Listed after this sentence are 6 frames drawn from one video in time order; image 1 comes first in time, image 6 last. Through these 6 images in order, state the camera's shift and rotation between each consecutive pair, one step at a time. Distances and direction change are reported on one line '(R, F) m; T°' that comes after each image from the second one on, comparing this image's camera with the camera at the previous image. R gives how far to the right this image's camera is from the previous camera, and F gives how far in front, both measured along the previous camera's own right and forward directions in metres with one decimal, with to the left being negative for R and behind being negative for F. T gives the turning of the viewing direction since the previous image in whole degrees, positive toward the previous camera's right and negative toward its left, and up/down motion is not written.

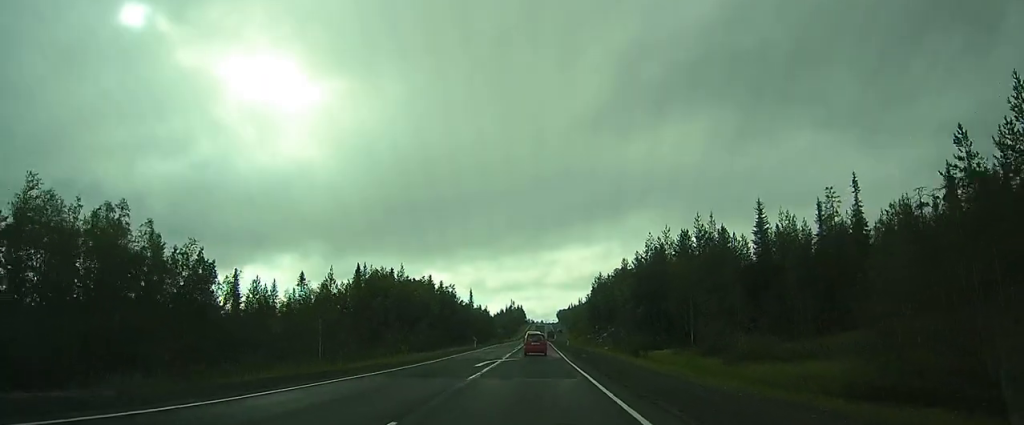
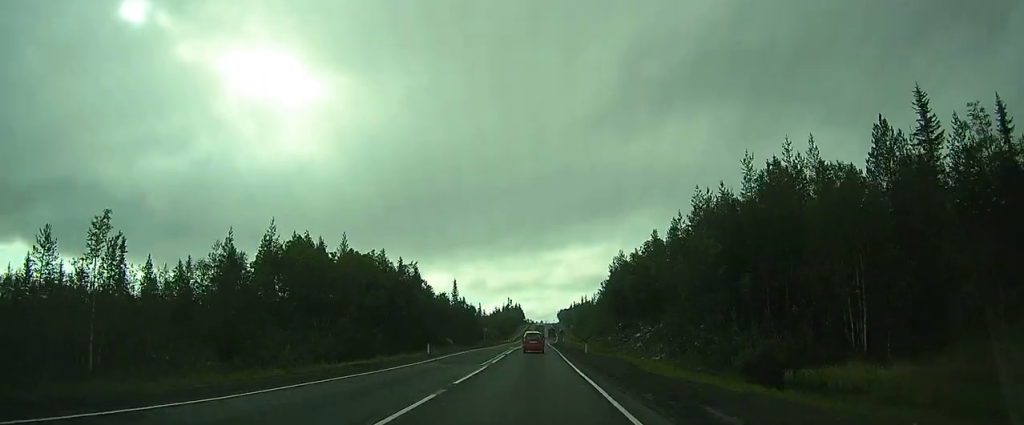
(+0.1, +27.7) m; 0°
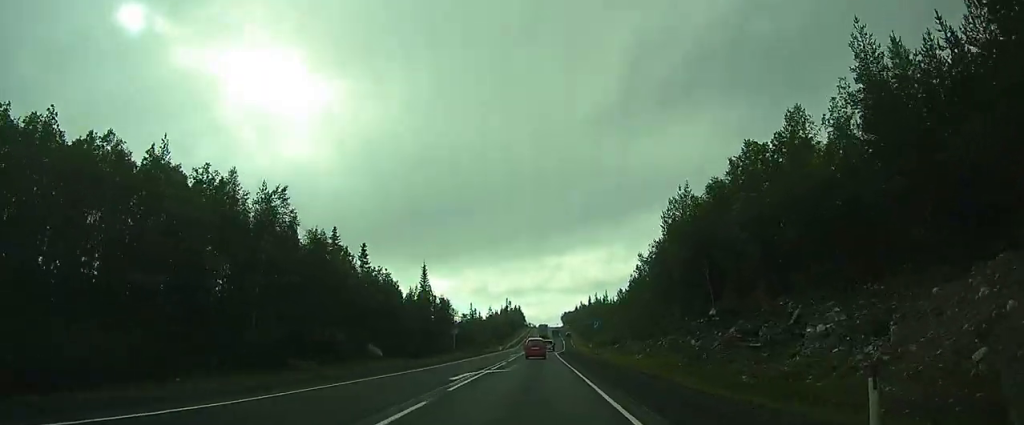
(0.0, +31.7) m; 0°
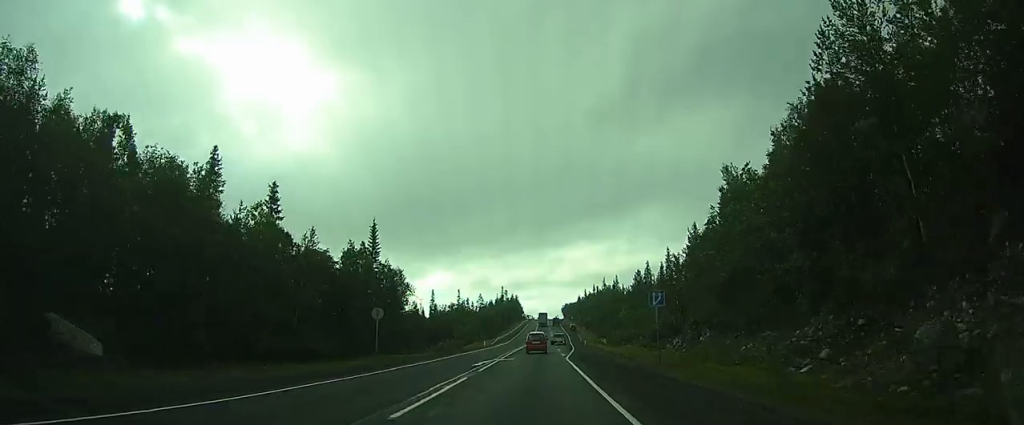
(+0.1, +24.6) m; 0°
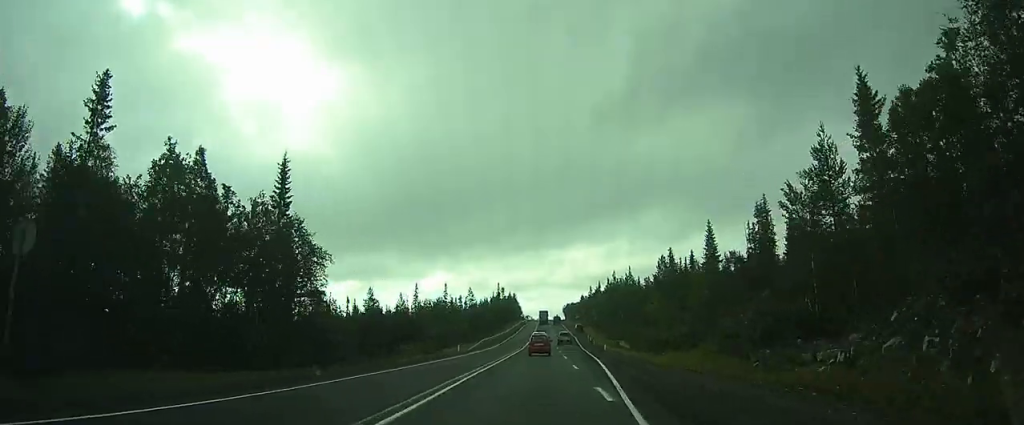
(+0.1, +25.0) m; +1°
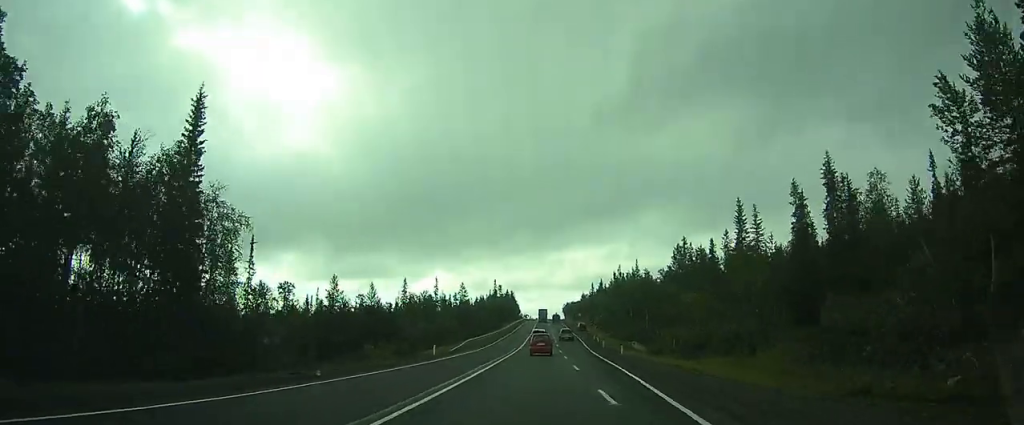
(+0.2, +13.0) m; 0°
